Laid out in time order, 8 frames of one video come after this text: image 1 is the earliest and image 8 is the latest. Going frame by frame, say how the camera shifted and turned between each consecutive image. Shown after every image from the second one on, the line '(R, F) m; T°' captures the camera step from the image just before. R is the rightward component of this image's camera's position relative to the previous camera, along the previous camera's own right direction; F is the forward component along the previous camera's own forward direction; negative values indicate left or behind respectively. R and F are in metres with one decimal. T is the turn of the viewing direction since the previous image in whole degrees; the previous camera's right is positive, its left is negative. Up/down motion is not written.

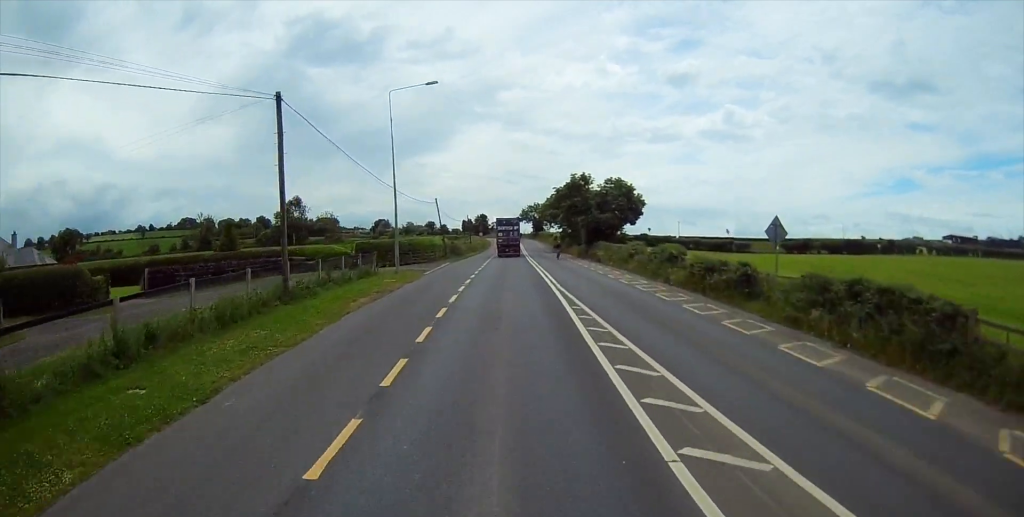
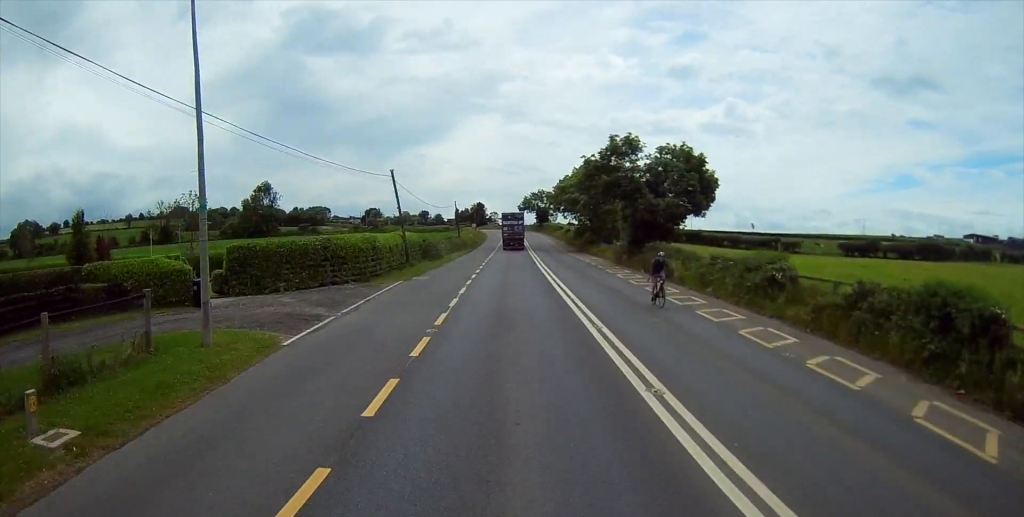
(+0.1, +26.3) m; 0°
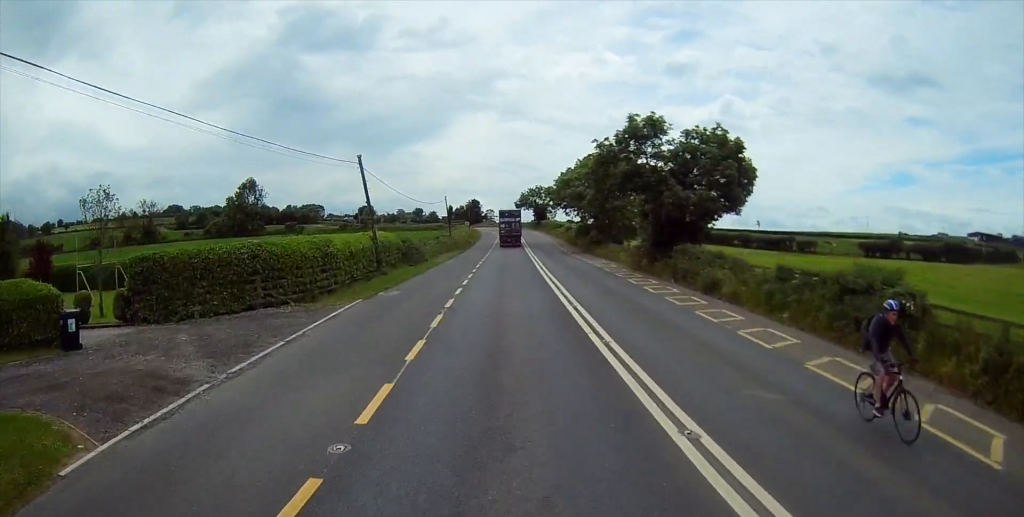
(-0.1, +8.5) m; 0°
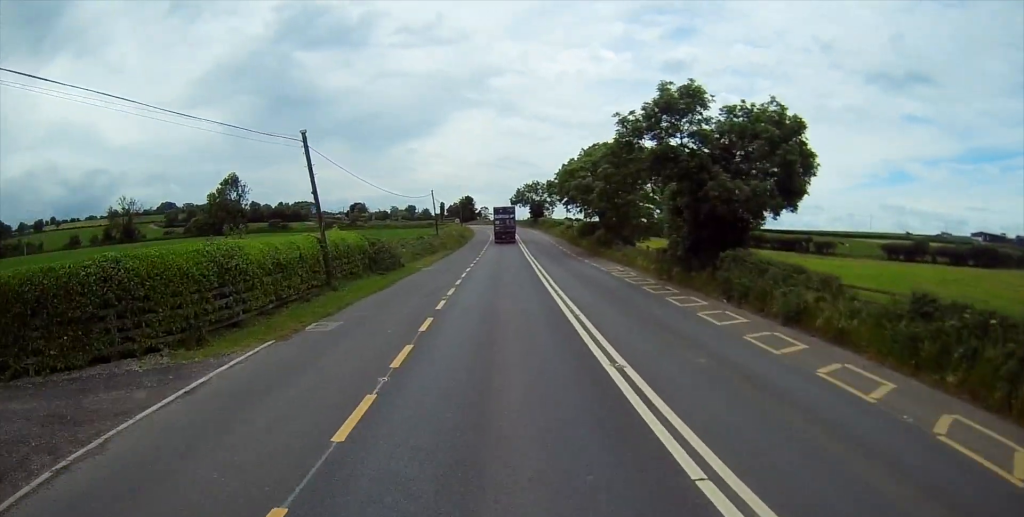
(+0.1, +8.9) m; 0°
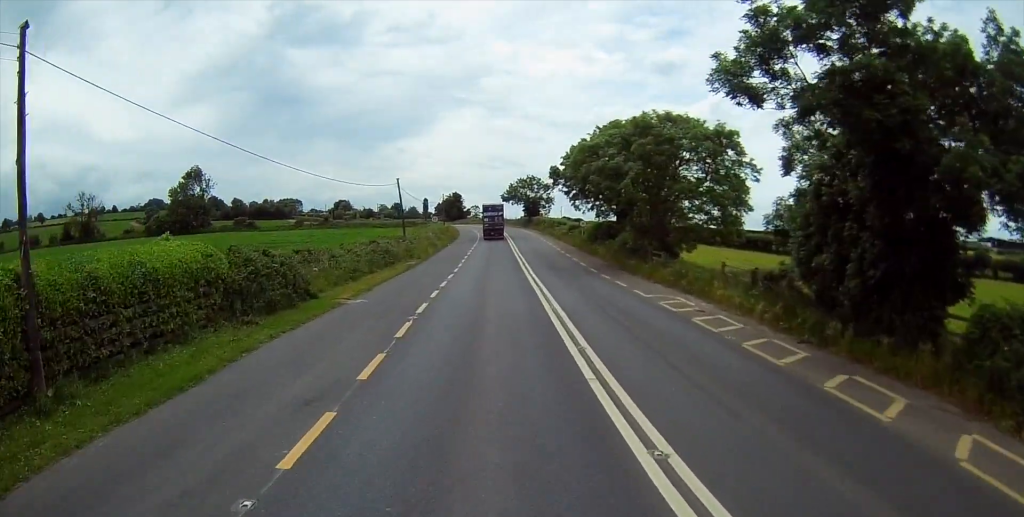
(+0.1, +17.1) m; +1°
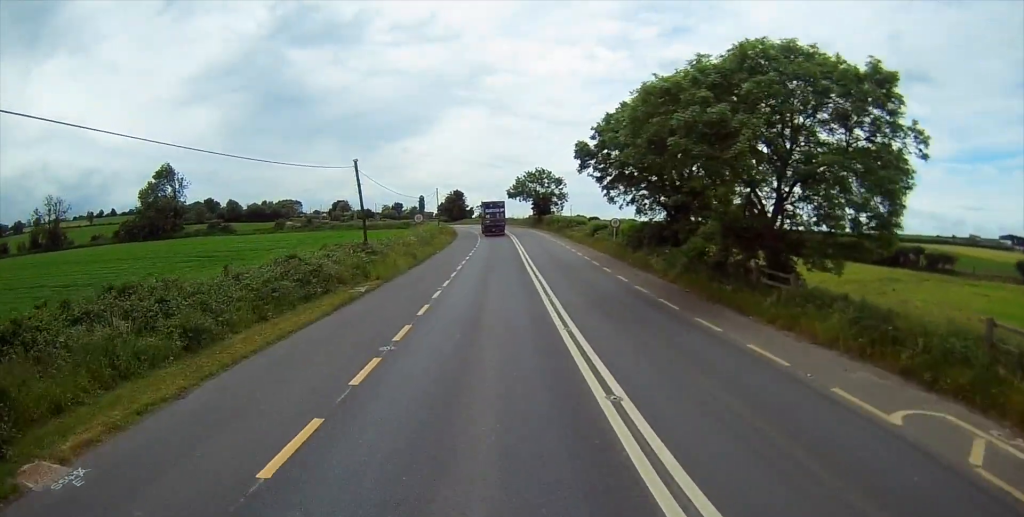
(+0.2, +16.5) m; +1°
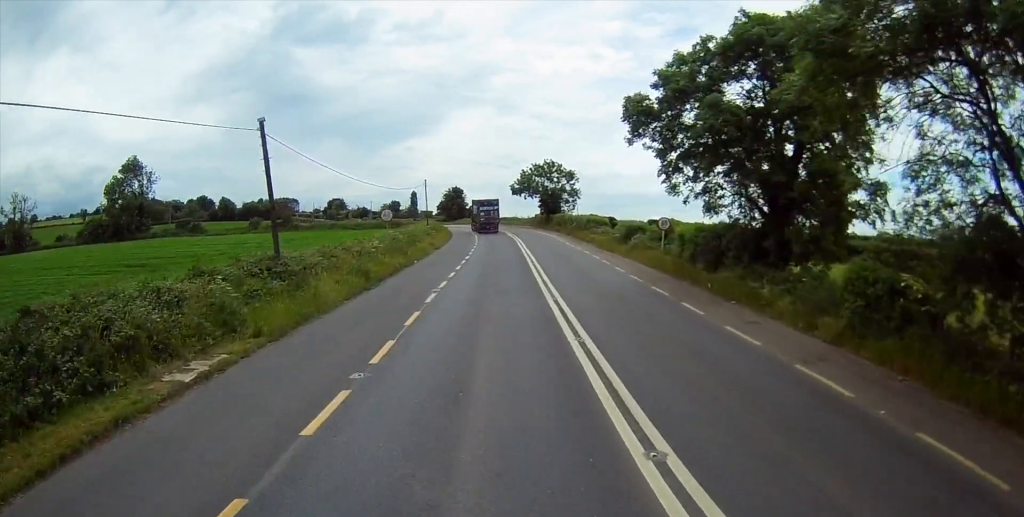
(+0.1, +14.9) m; 0°
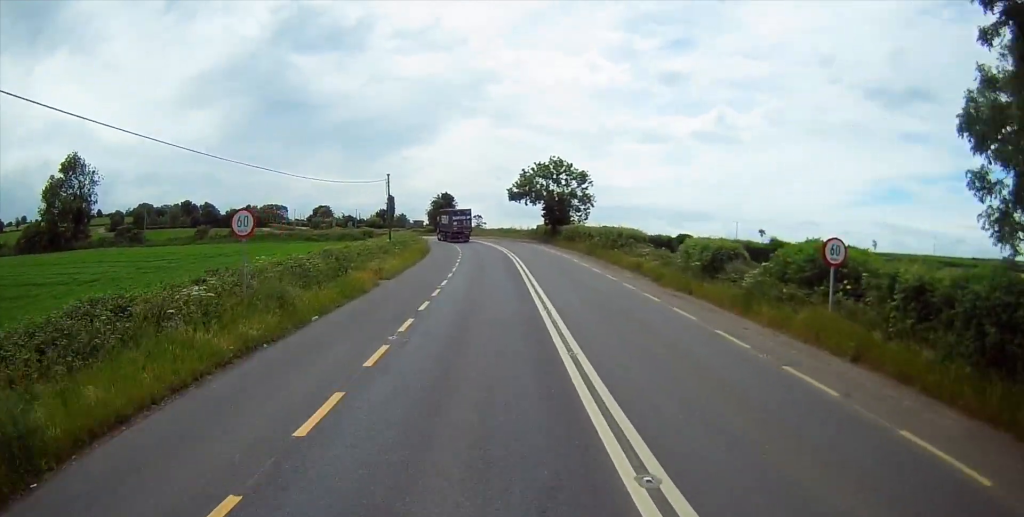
(-0.2, +19.8) m; -1°
